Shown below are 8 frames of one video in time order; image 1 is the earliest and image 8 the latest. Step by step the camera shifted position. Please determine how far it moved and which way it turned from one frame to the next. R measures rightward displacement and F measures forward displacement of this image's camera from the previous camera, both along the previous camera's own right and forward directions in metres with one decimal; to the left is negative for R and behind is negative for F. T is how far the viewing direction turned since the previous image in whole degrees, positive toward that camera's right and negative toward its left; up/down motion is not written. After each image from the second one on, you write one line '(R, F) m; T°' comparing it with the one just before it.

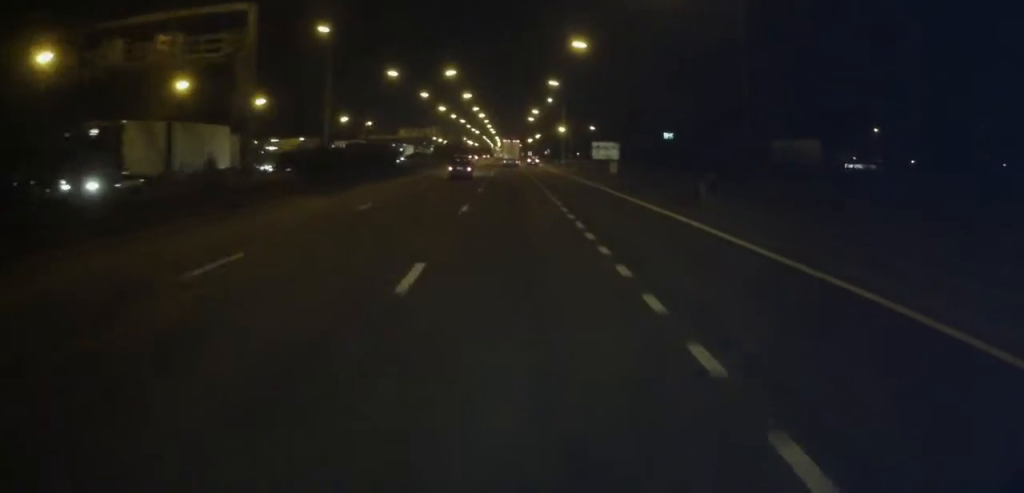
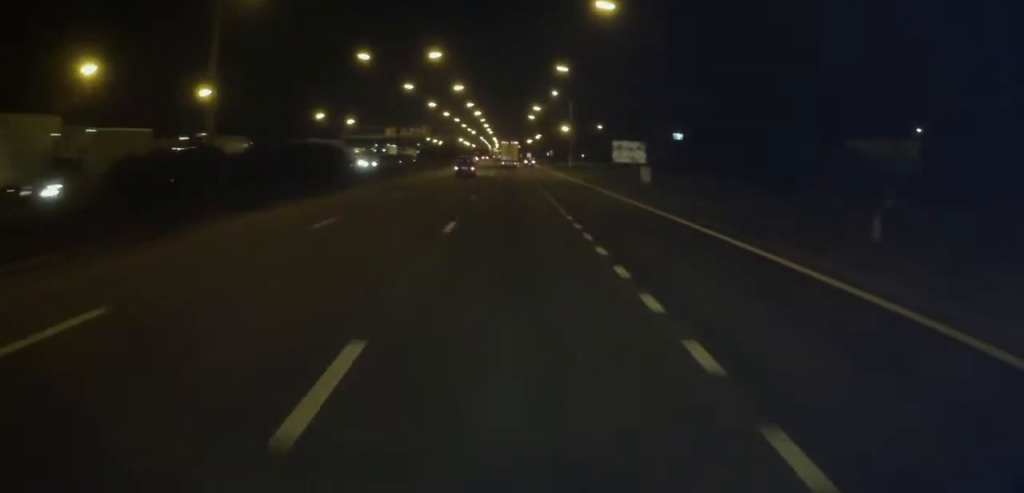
(-0.1, +16.9) m; 0°
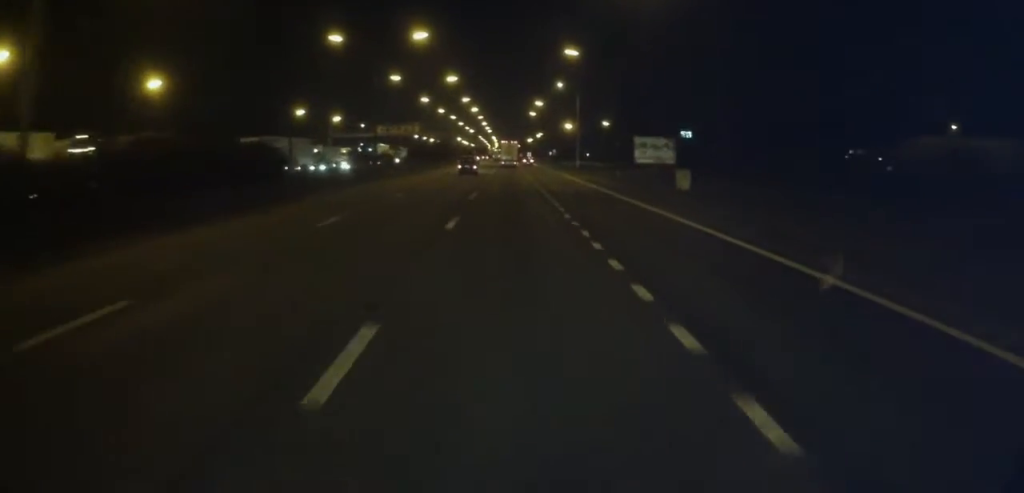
(0.0, +11.6) m; 0°
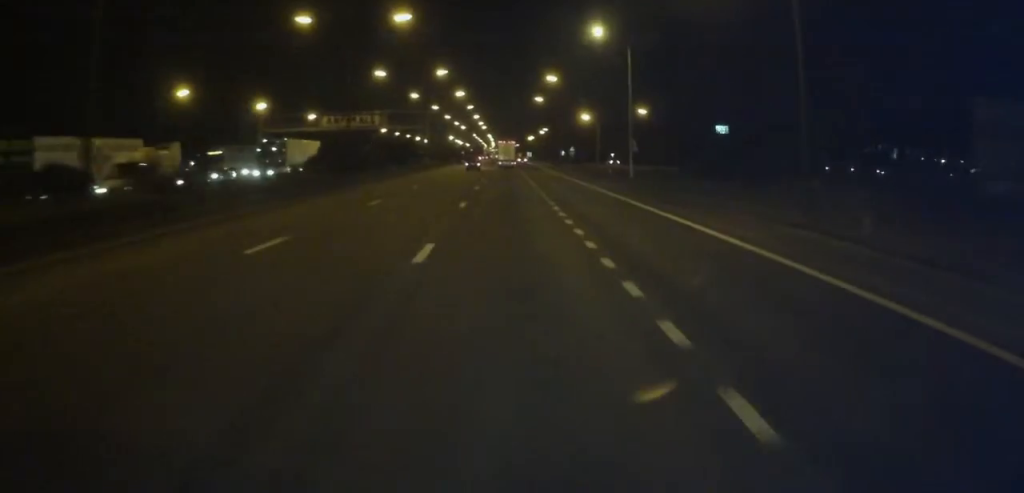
(0.0, +42.0) m; 0°
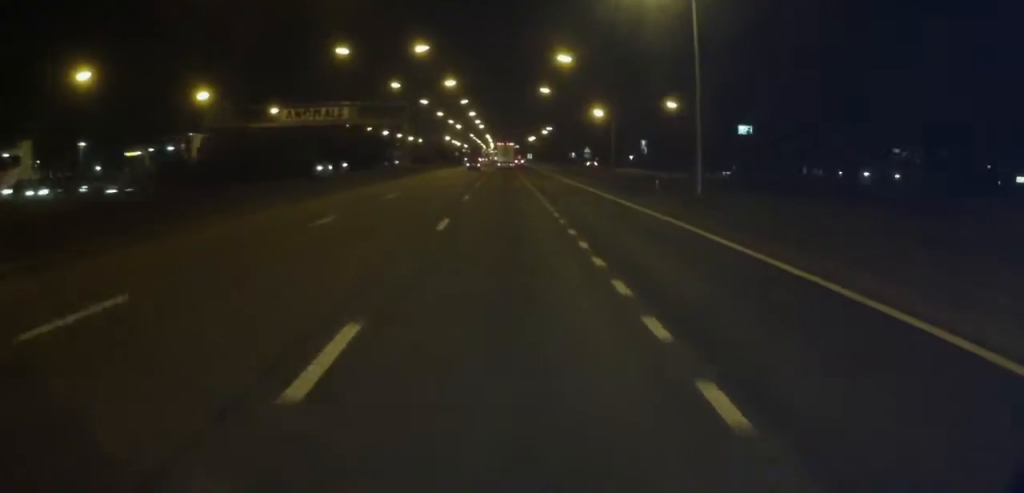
(0.0, +19.6) m; 0°
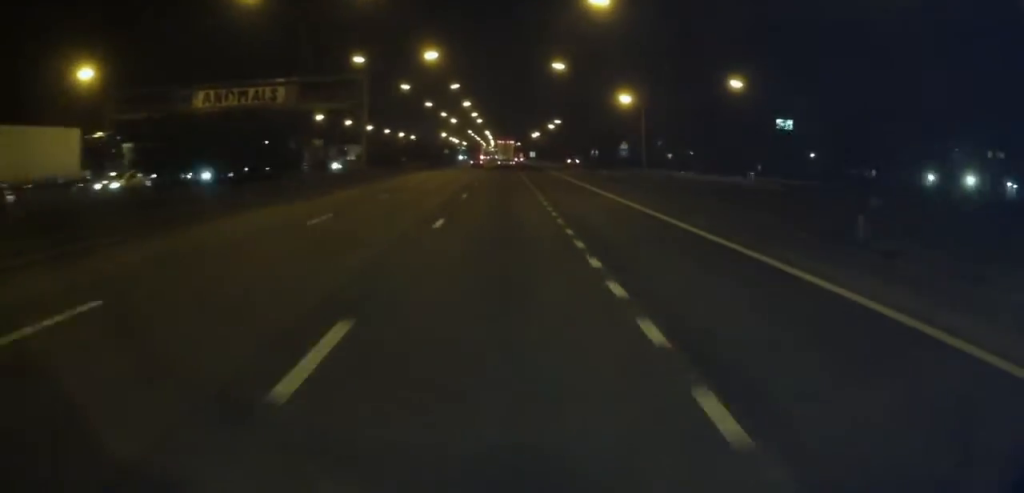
(0.0, +25.1) m; 0°
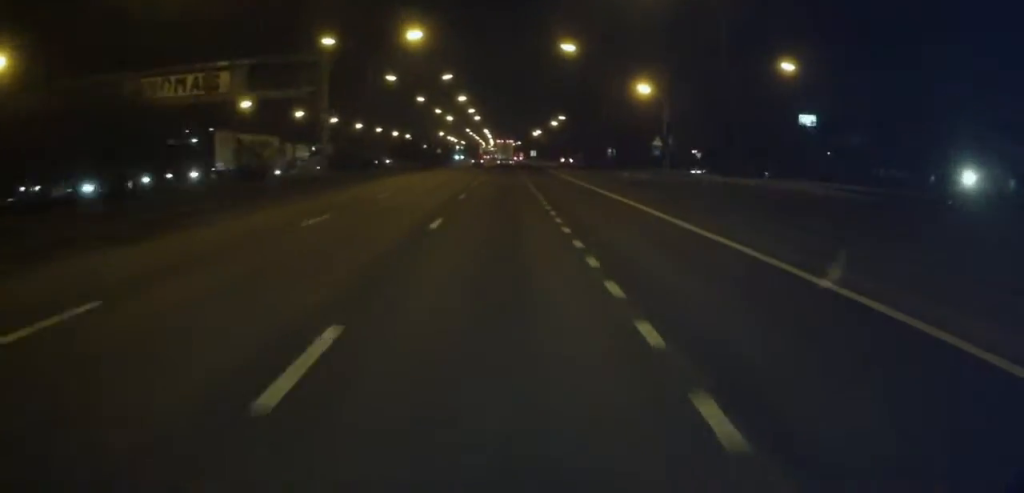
(0.0, +12.6) m; 0°
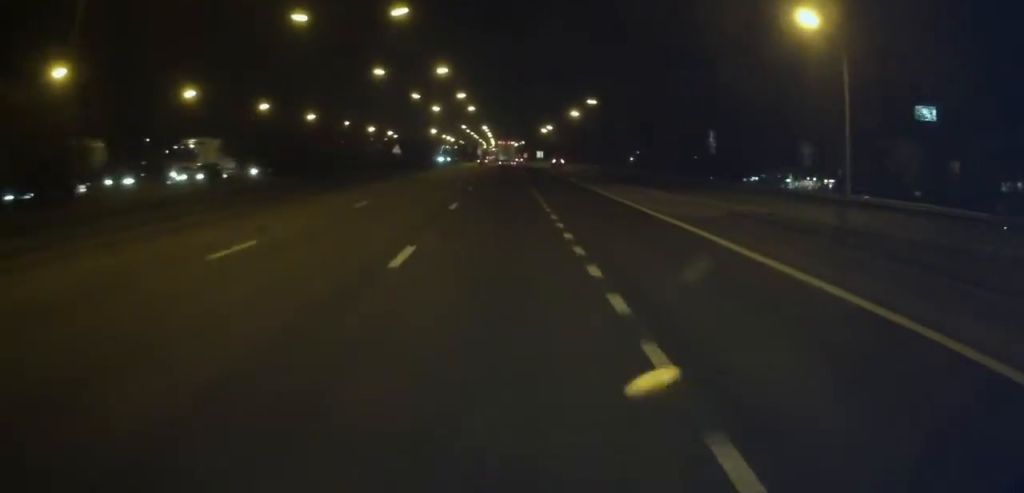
(0.0, +43.2) m; 0°
